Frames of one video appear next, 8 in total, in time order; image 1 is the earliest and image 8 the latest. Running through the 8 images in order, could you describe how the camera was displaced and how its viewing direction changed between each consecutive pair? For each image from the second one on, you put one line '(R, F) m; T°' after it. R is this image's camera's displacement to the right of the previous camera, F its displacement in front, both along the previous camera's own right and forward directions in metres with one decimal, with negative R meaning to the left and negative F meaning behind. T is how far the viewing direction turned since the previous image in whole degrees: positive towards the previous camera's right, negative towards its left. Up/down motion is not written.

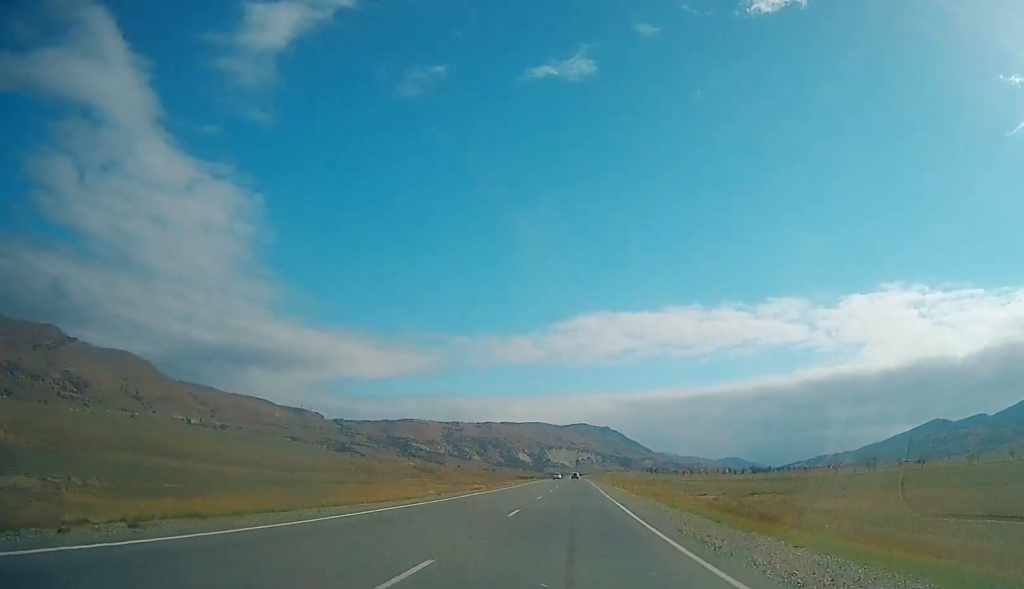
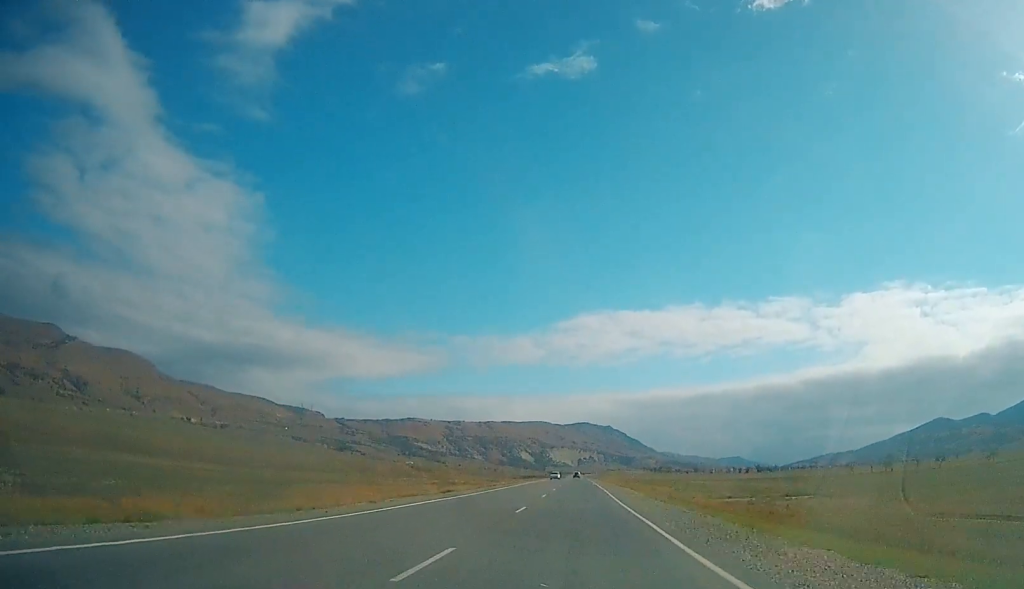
(0.0, +10.1) m; 0°
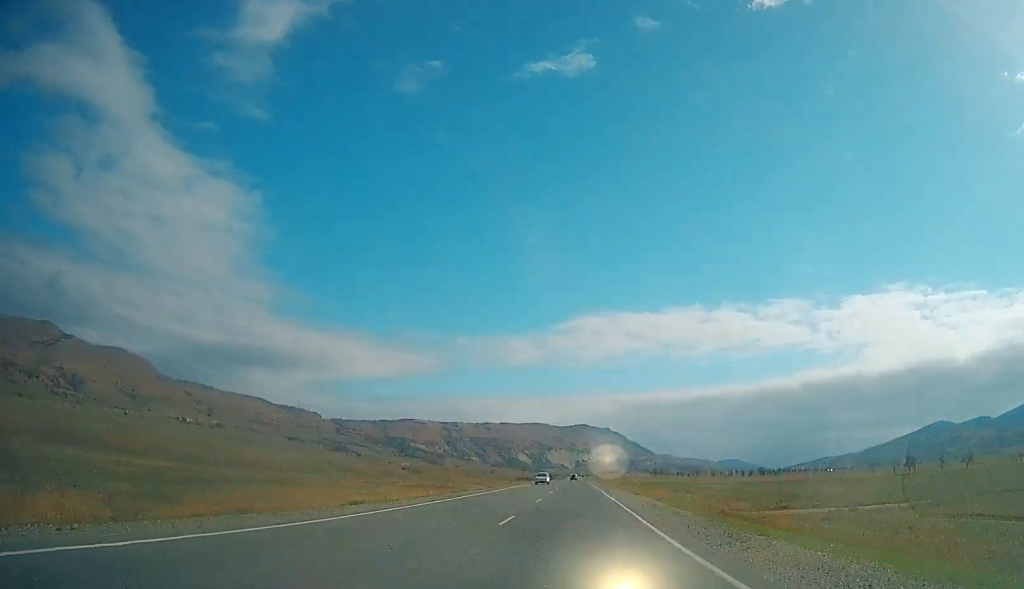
(0.0, +15.7) m; 0°
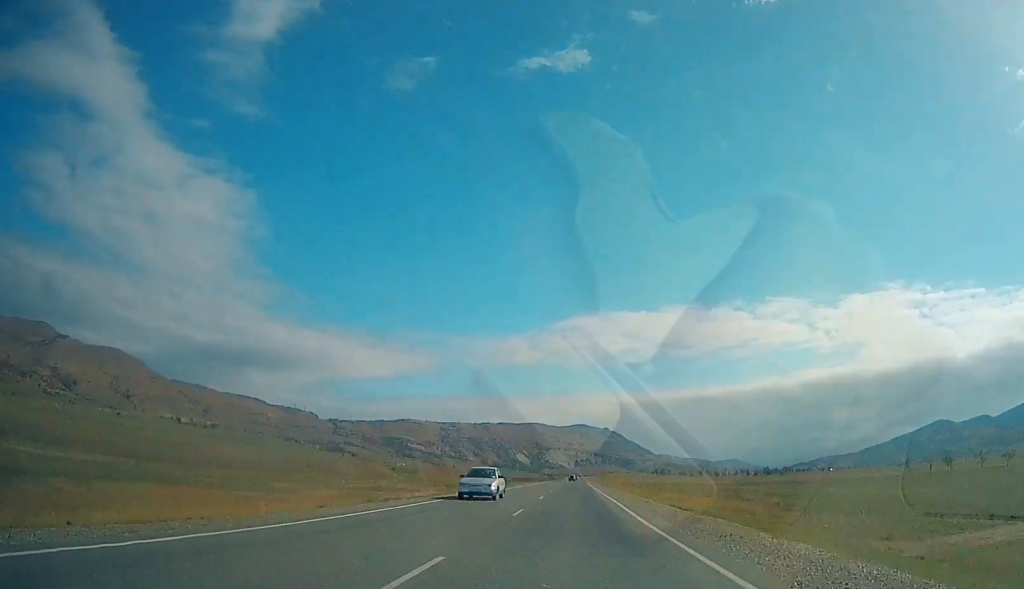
(0.0, +20.1) m; 0°
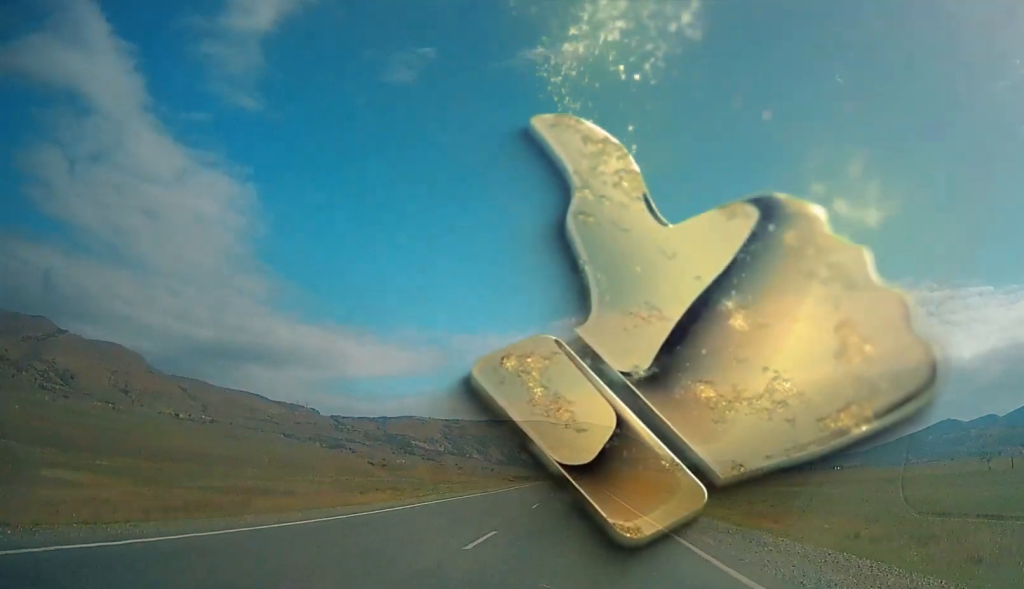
(-1.4, +30.8) m; -4°
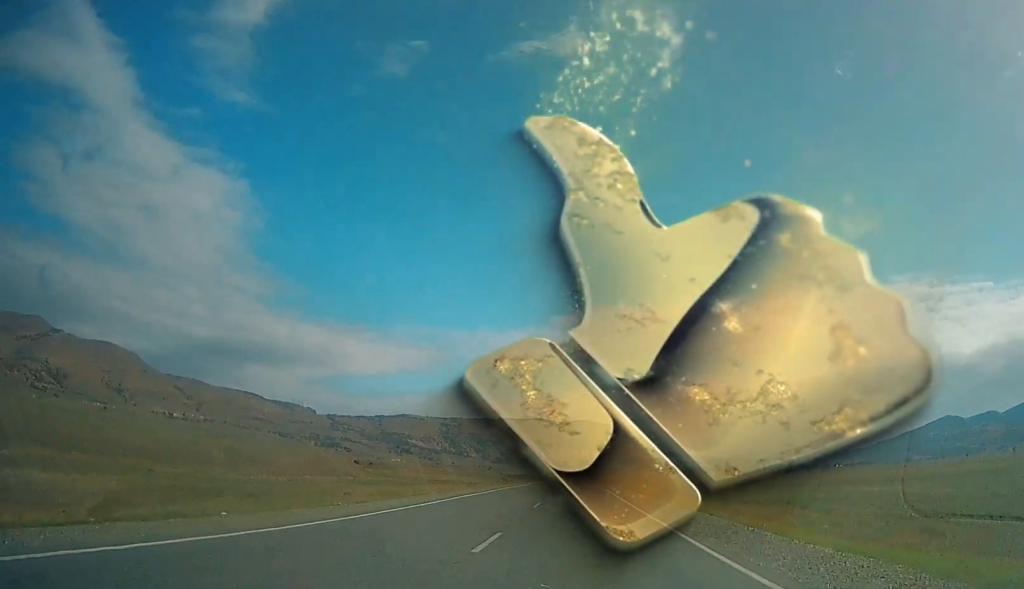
(0.0, +23.8) m; +2°
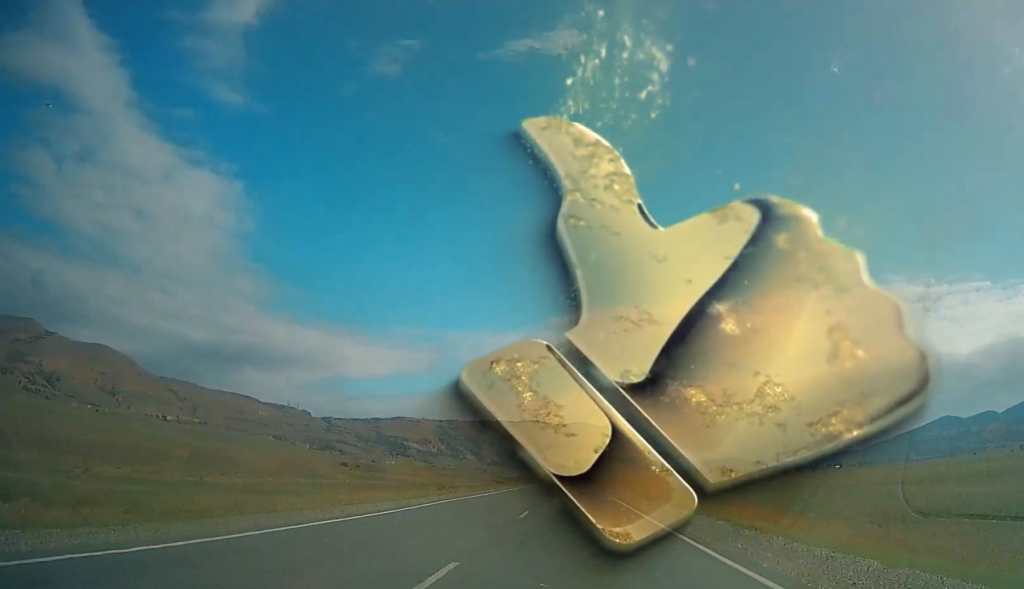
(+0.5, +15.5) m; +2°
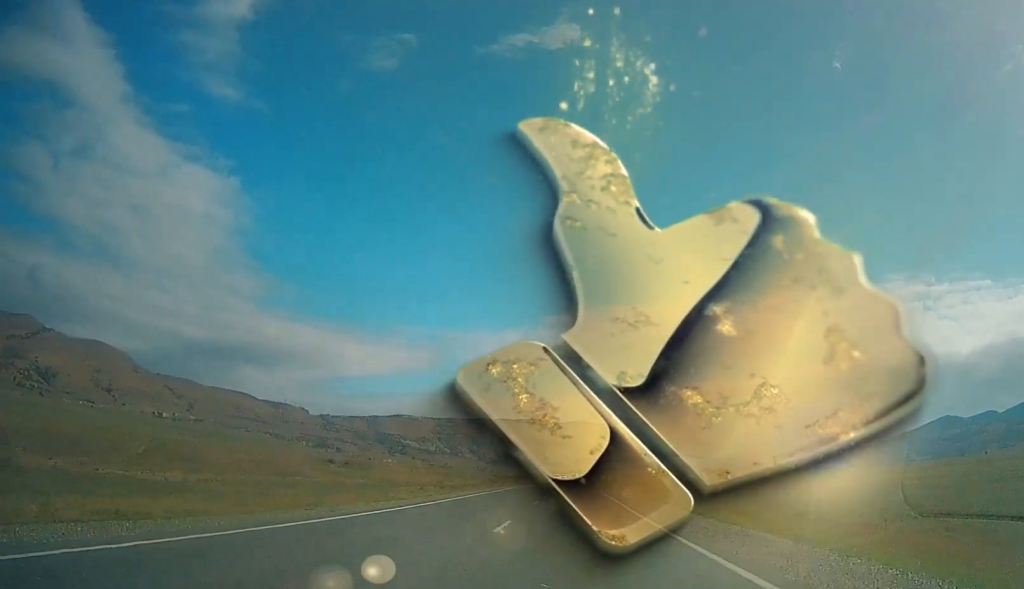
(0.0, +16.4) m; 0°
